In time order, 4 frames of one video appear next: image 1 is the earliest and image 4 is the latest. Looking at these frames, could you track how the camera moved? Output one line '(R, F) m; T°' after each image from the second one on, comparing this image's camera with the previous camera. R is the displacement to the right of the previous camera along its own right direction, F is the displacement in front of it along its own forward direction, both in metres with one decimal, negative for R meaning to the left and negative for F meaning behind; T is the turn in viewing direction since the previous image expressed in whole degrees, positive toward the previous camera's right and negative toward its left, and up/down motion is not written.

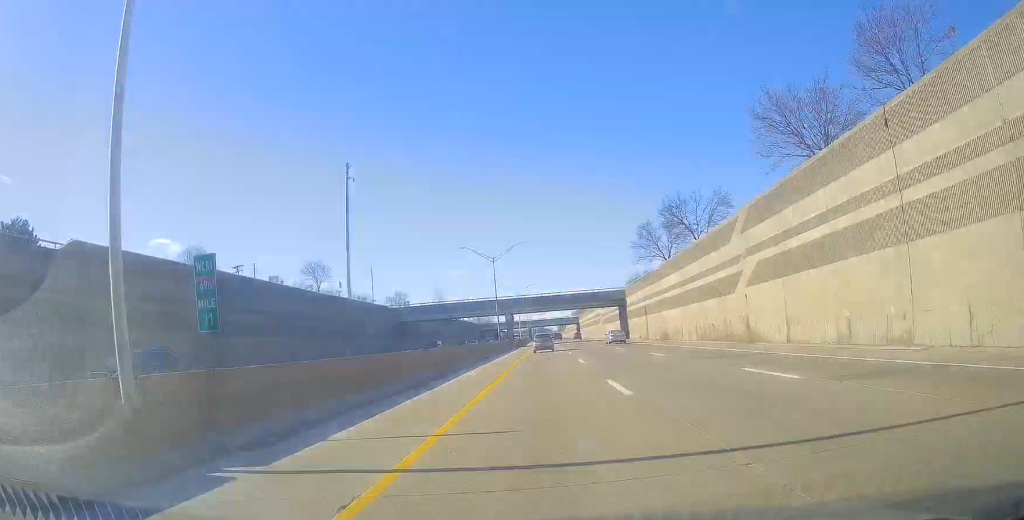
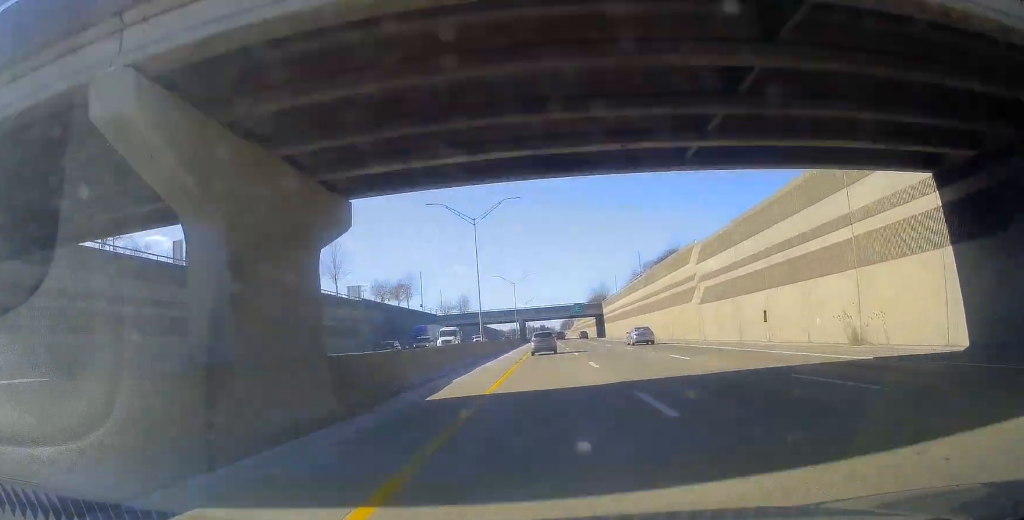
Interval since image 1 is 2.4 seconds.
(0.0, +94.5) m; 0°
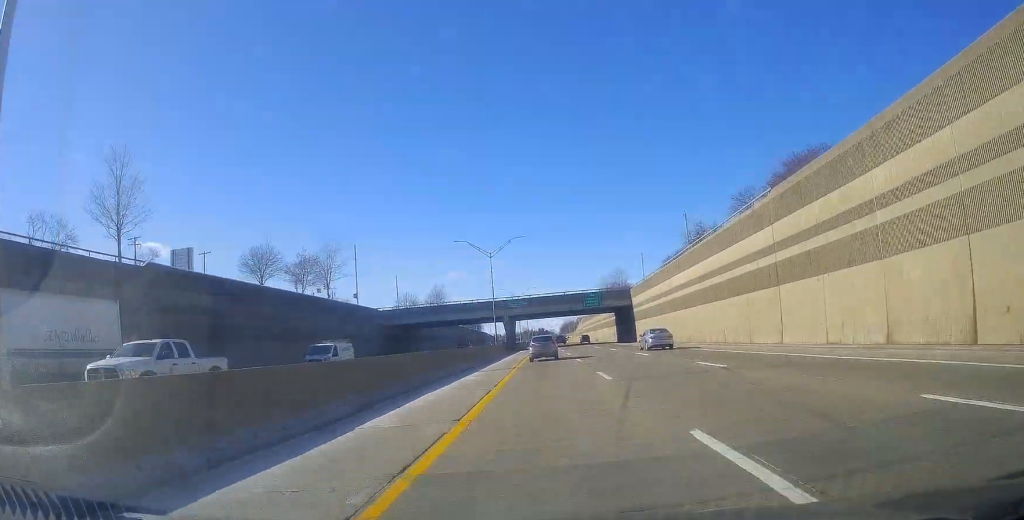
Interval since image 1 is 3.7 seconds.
(-0.5, +50.6) m; -1°
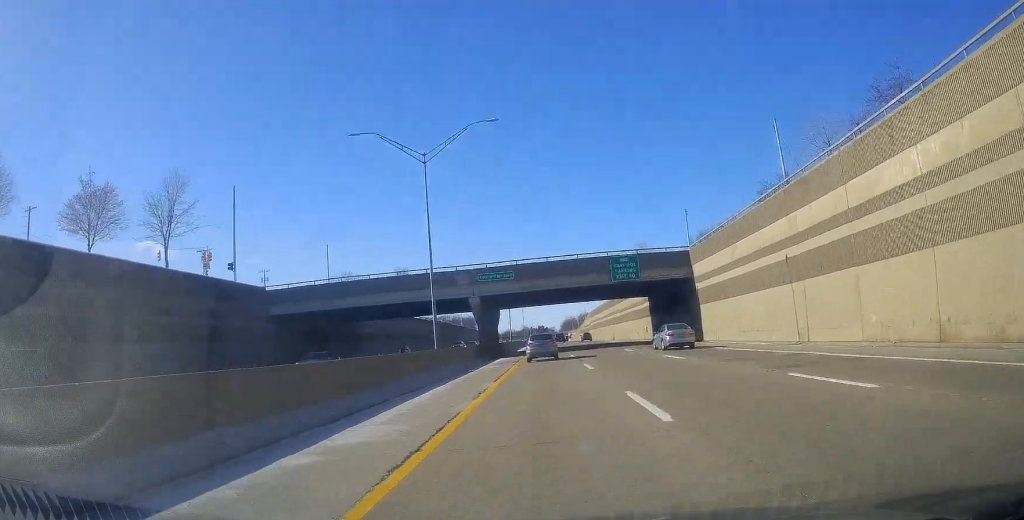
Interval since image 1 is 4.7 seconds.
(+0.1, +40.1) m; 0°
